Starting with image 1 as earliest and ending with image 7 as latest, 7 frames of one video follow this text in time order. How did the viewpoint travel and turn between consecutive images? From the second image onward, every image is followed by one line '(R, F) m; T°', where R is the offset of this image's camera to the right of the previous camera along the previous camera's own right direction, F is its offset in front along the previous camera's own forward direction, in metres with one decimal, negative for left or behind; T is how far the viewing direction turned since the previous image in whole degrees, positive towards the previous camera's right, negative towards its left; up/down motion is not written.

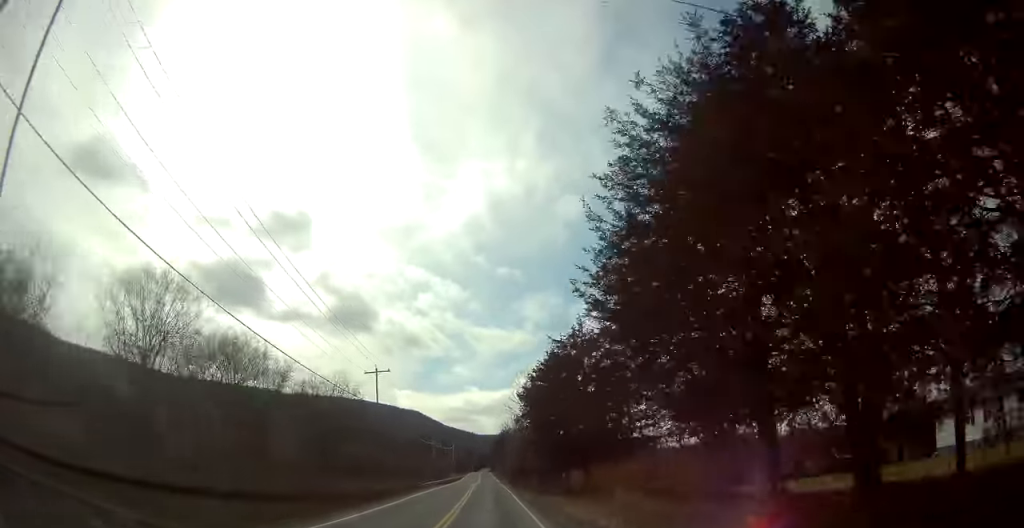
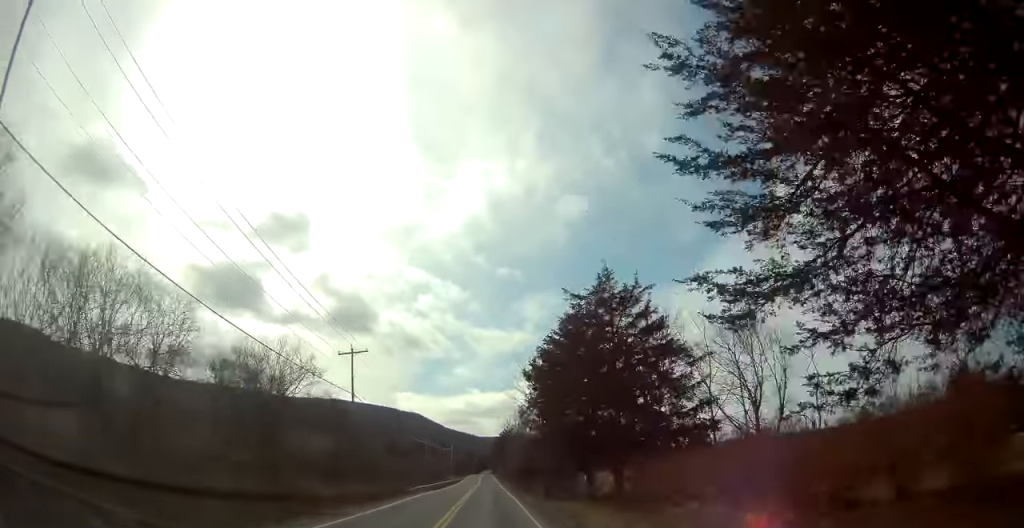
(+0.1, +9.6) m; 0°
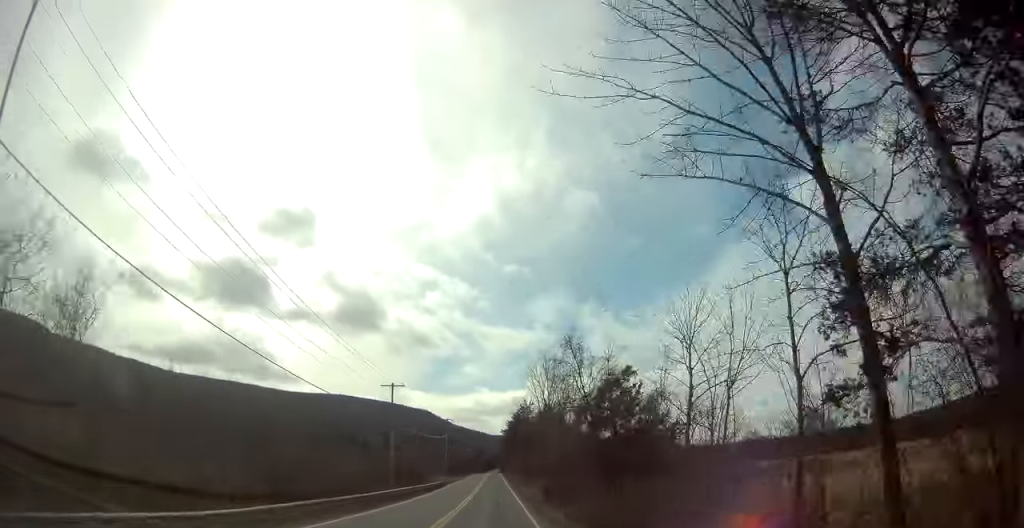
(-0.4, +44.0) m; -2°
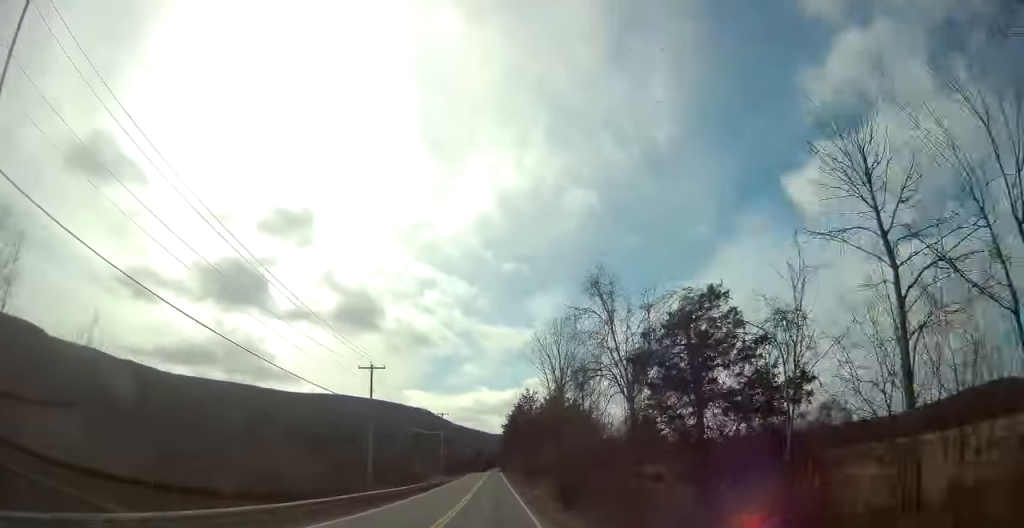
(-0.1, +9.6) m; 0°
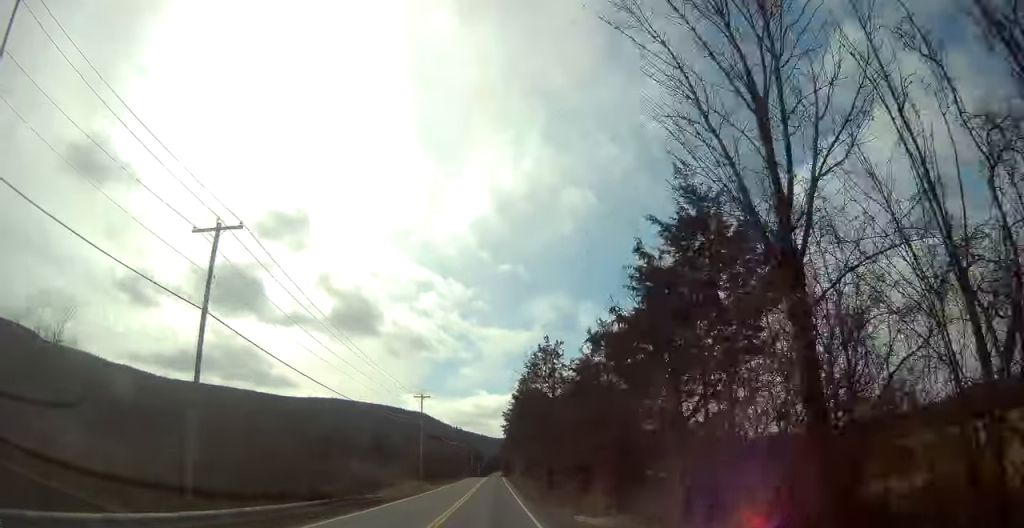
(+0.2, +29.7) m; +1°
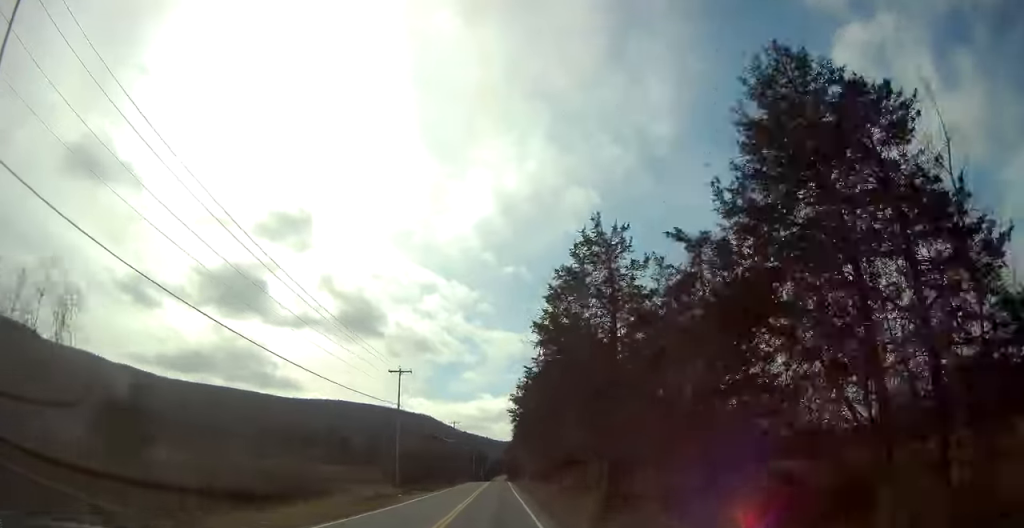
(+0.1, +21.9) m; 0°
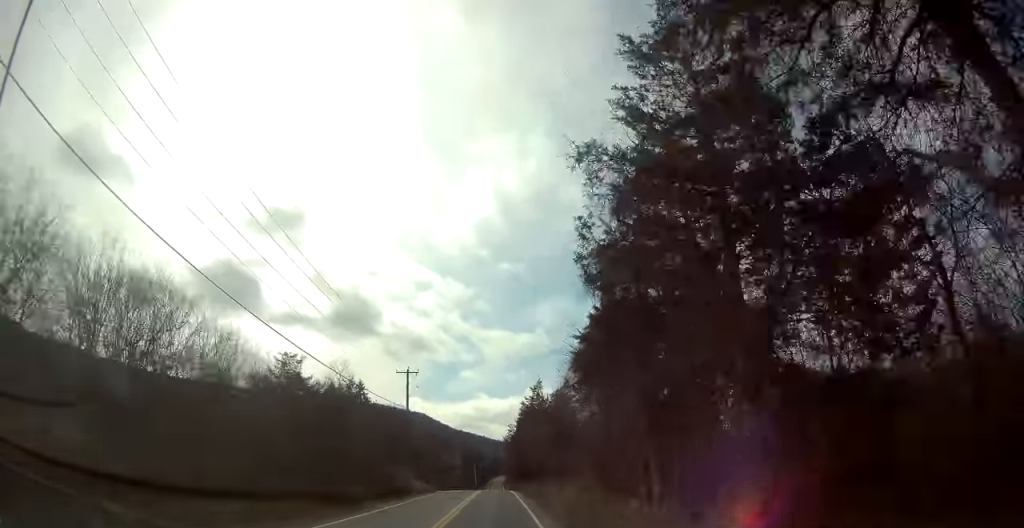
(-1.1, +59.7) m; -1°
